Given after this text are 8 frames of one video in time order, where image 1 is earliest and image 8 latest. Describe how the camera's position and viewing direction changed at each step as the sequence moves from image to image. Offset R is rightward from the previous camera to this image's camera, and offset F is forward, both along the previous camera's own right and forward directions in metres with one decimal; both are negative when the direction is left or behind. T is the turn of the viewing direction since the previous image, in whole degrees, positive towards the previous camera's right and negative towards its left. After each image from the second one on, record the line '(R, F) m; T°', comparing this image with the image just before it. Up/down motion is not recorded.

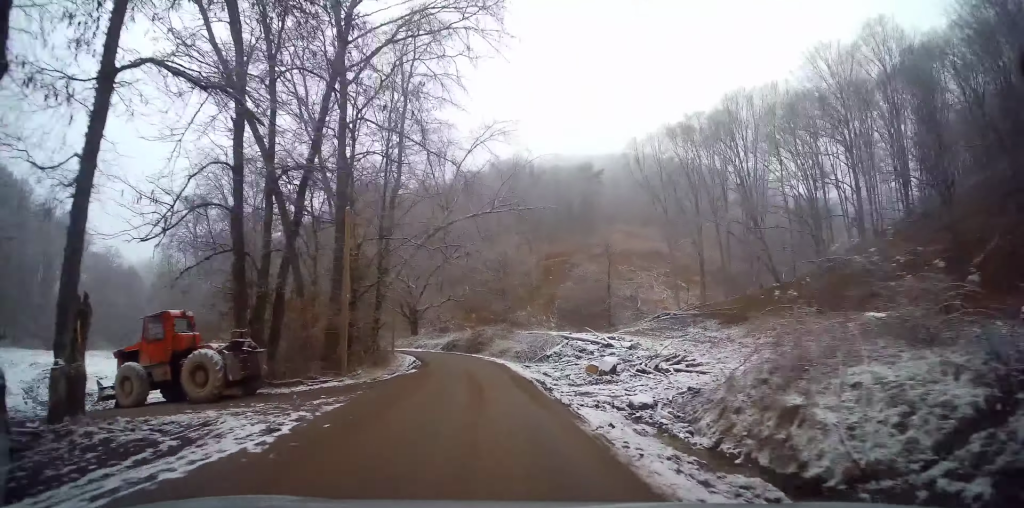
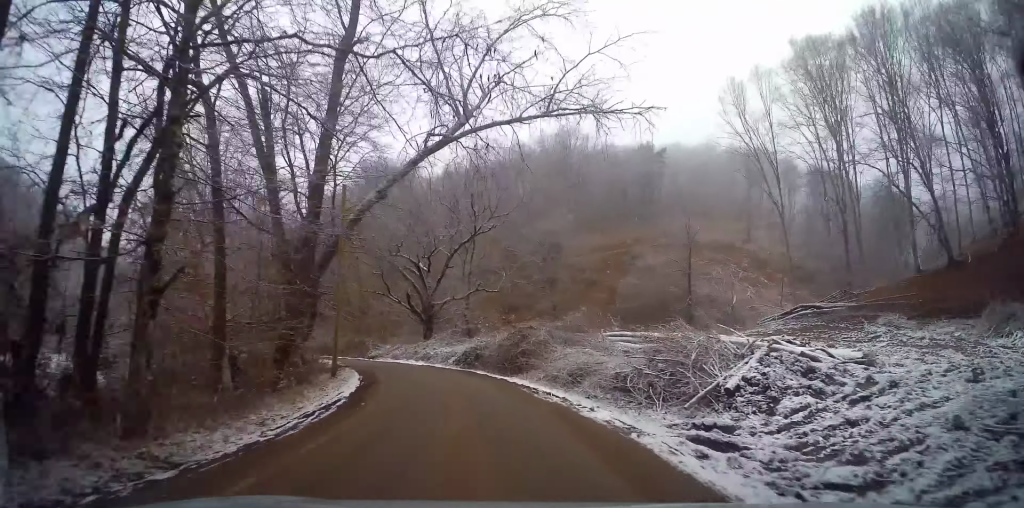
(-0.5, +20.3) m; -7°
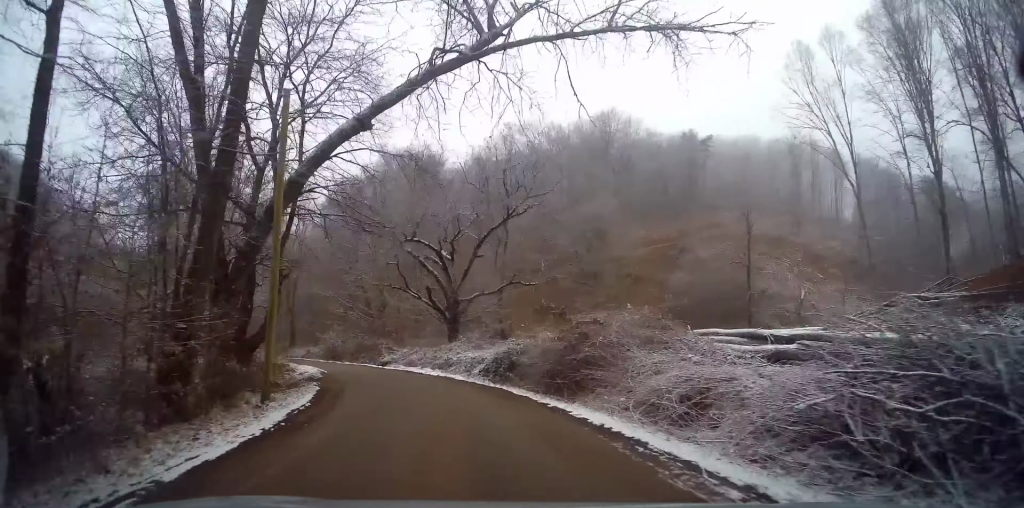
(+0.2, +7.8) m; -5°
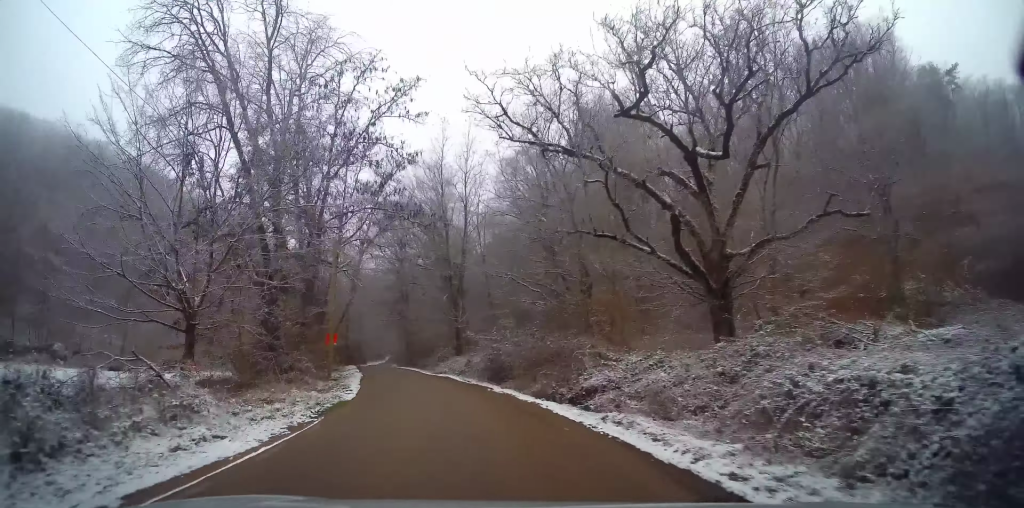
(-3.7, +22.1) m; -17°
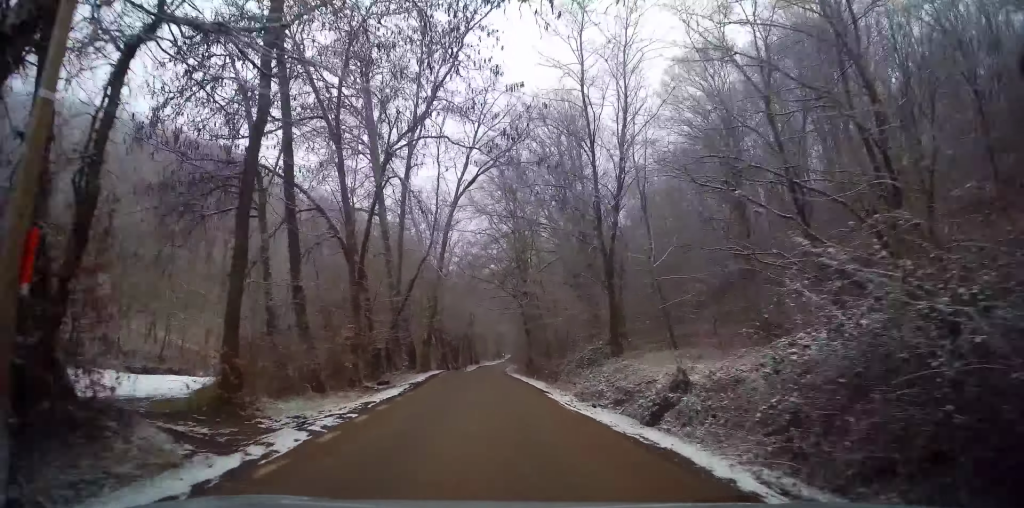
(-3.3, +21.5) m; -14°
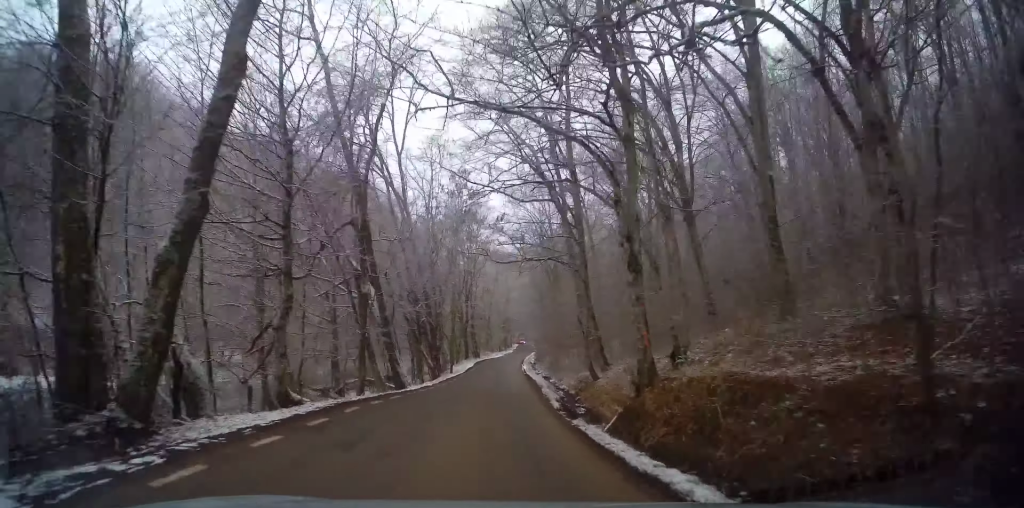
(-0.2, +33.7) m; 0°
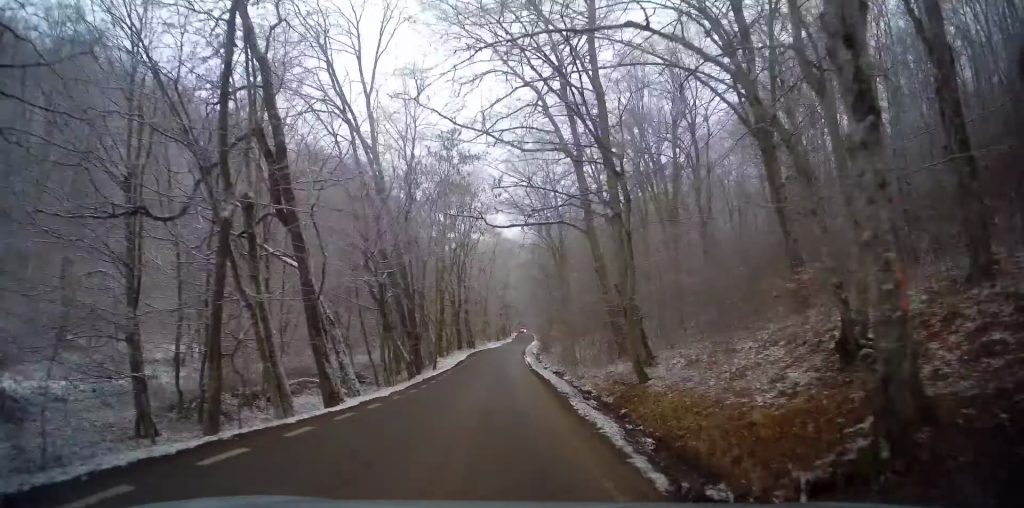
(0.0, +9.2) m; 0°
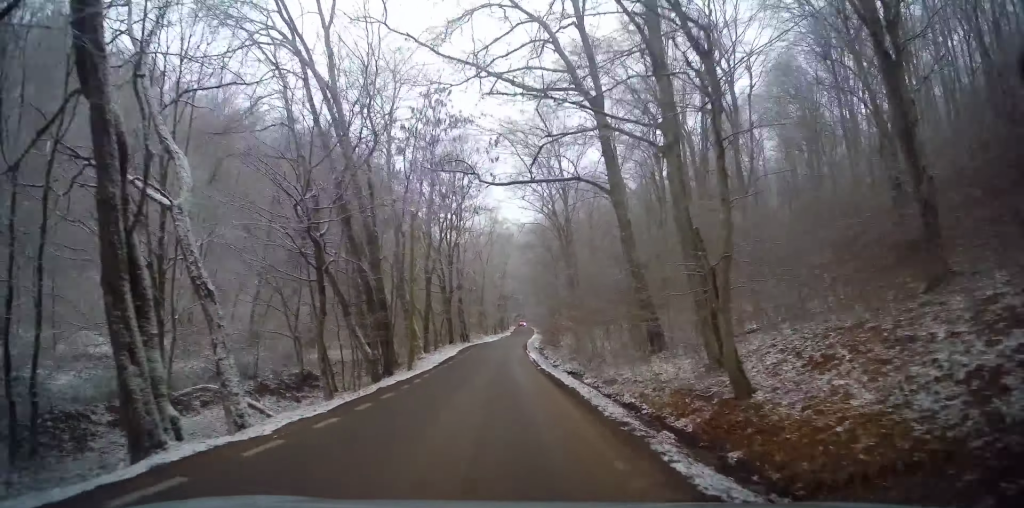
(0.0, +7.5) m; 0°
